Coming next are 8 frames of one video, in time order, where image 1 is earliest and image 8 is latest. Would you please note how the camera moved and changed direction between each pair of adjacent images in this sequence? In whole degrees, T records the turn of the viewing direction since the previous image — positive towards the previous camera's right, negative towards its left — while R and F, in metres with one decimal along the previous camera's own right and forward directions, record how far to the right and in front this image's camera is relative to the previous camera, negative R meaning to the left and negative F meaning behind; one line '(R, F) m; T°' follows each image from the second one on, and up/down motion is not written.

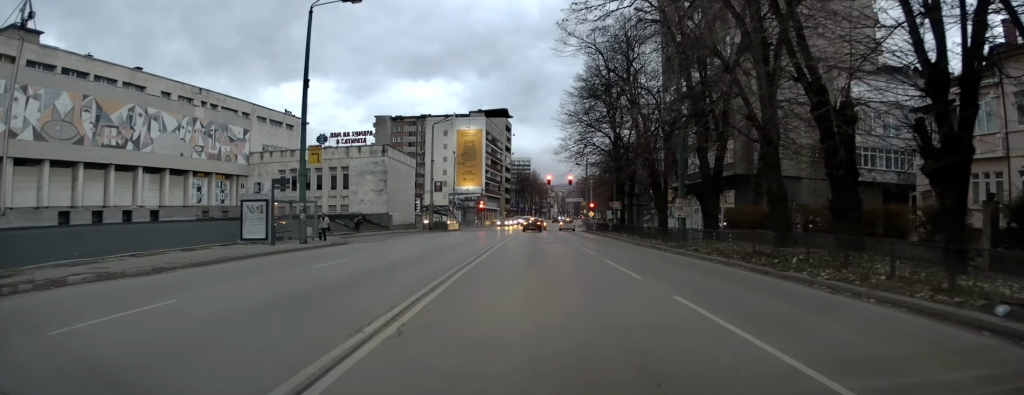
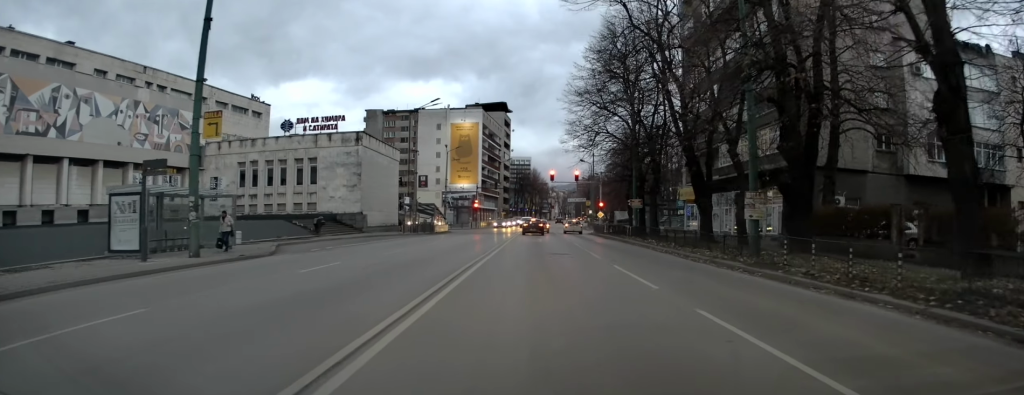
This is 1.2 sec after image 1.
(+0.1, +10.6) m; +1°
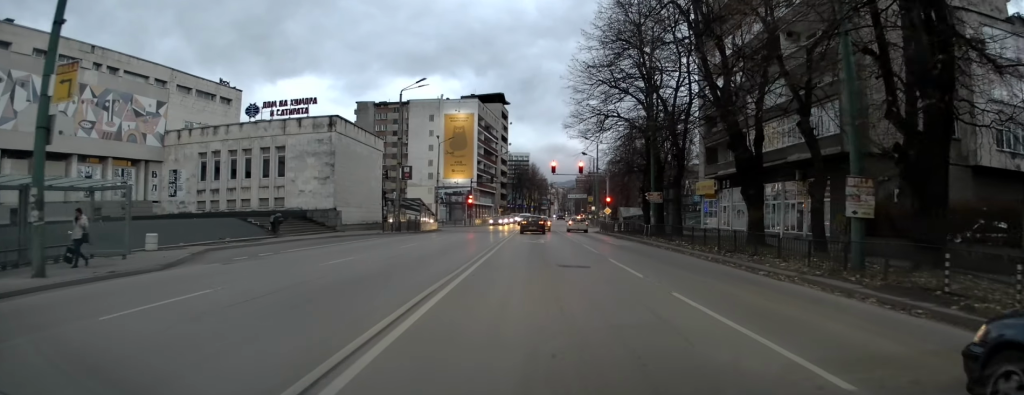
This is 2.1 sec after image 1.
(+0.1, +7.5) m; 0°
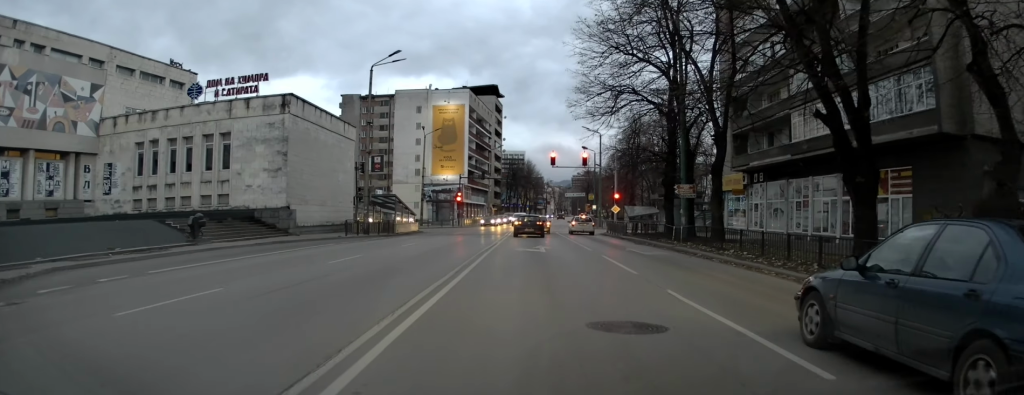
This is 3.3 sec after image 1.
(-0.1, +8.9) m; 0°
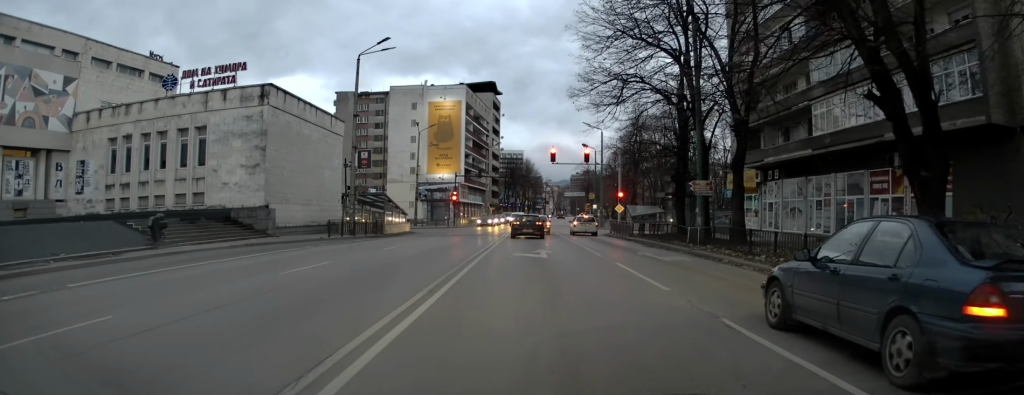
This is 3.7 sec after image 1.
(0.0, +3.0) m; 0°
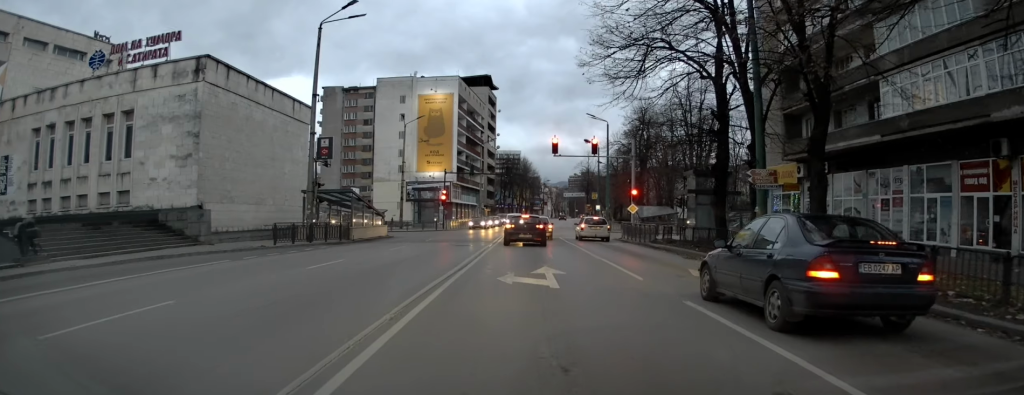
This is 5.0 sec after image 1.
(0.0, +7.5) m; -1°
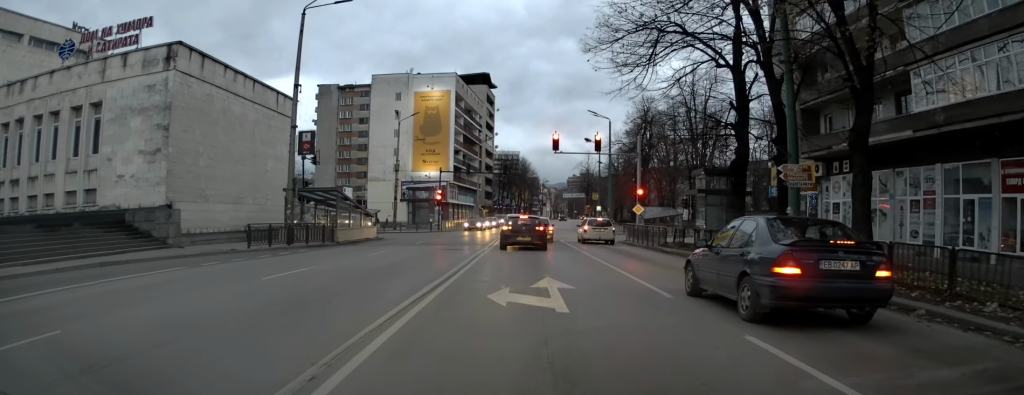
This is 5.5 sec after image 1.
(0.0, +2.7) m; -1°
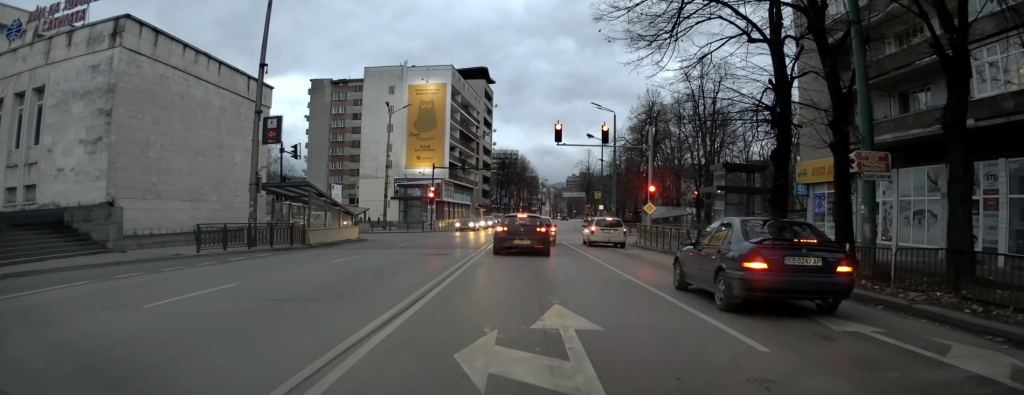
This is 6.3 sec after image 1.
(0.0, +4.0) m; +1°
